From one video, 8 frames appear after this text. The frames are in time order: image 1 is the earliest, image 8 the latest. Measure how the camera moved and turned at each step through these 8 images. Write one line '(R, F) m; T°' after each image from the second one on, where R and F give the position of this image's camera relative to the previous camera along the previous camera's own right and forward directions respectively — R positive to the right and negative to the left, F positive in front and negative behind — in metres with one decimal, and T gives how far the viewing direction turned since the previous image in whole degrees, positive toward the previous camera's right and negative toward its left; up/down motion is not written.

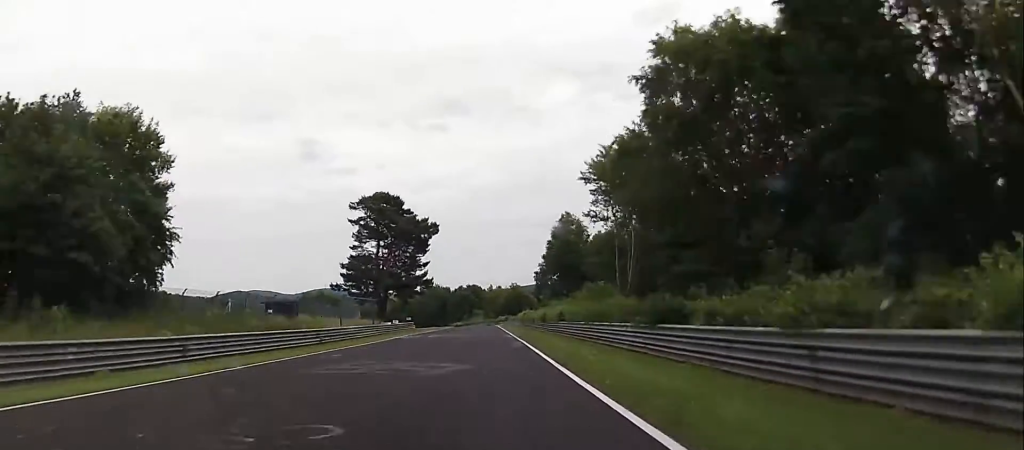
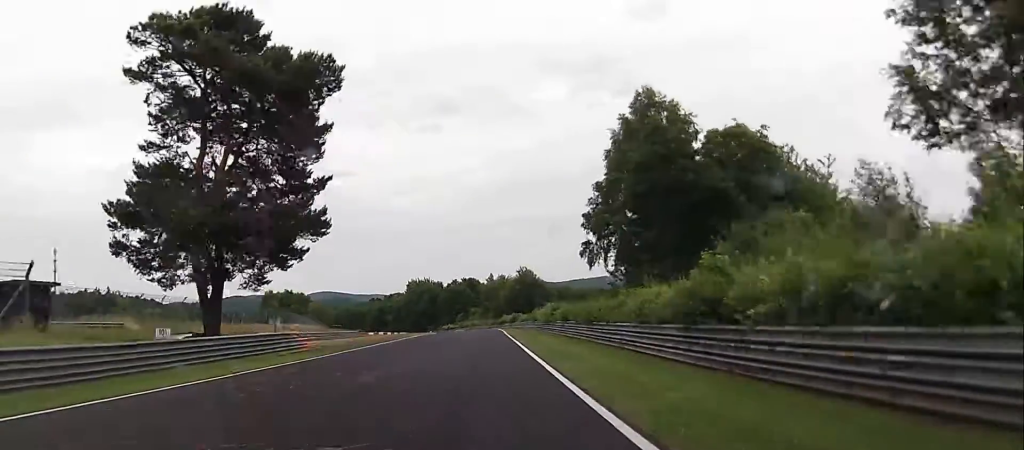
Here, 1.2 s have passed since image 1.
(+0.2, +45.6) m; 0°
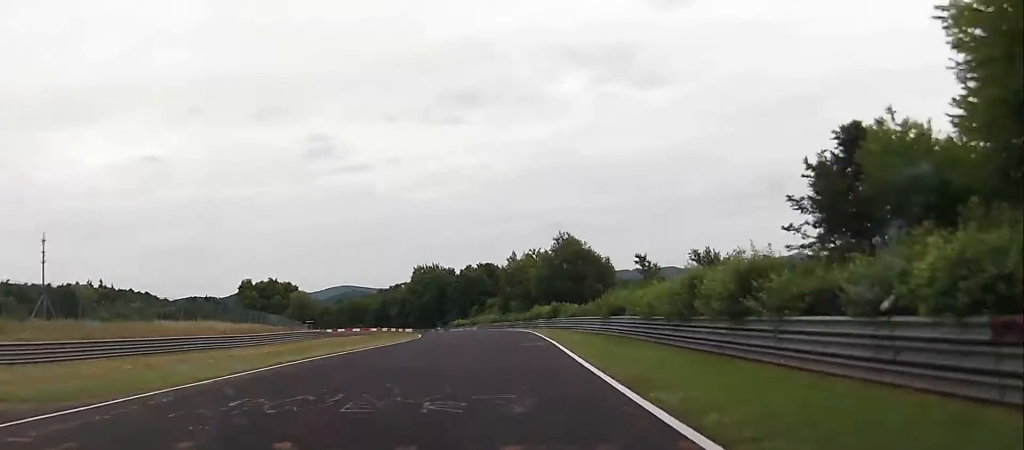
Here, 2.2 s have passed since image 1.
(-0.3, +38.2) m; -1°
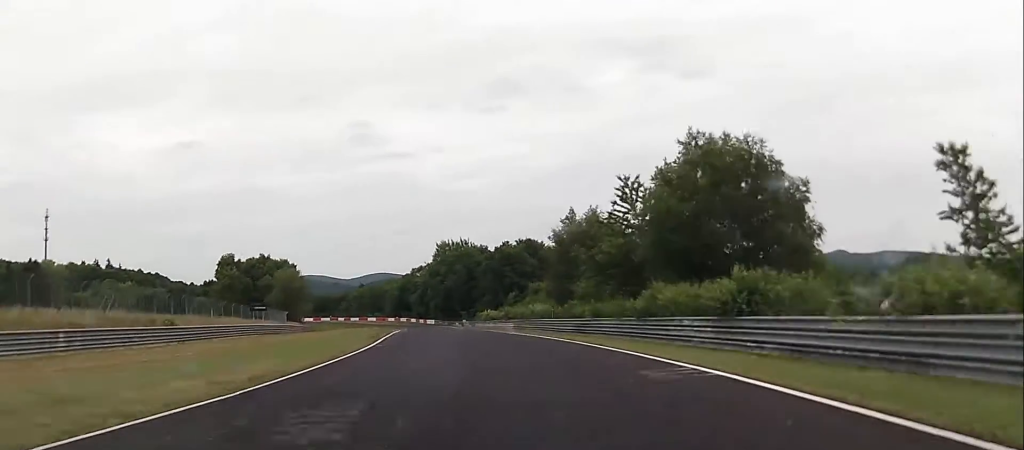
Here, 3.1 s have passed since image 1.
(-0.6, +37.7) m; -2°
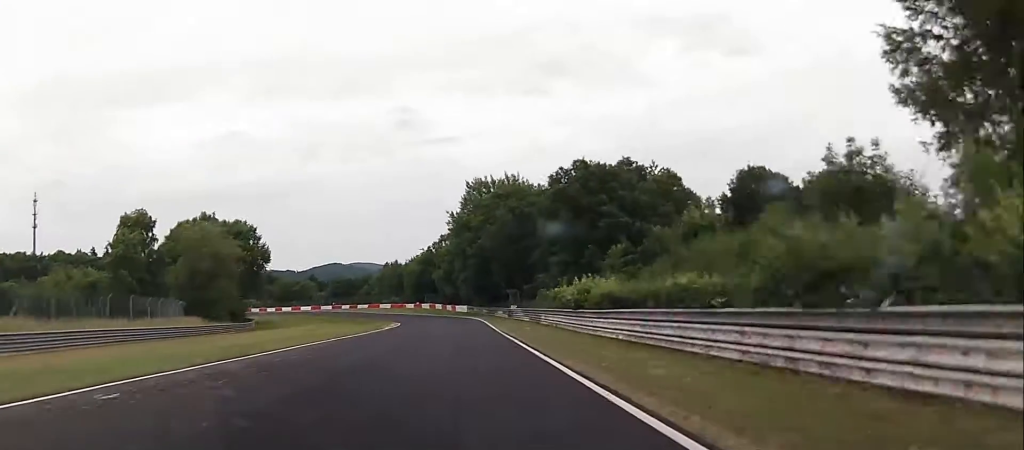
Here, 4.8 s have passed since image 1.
(-2.7, +60.3) m; -6°
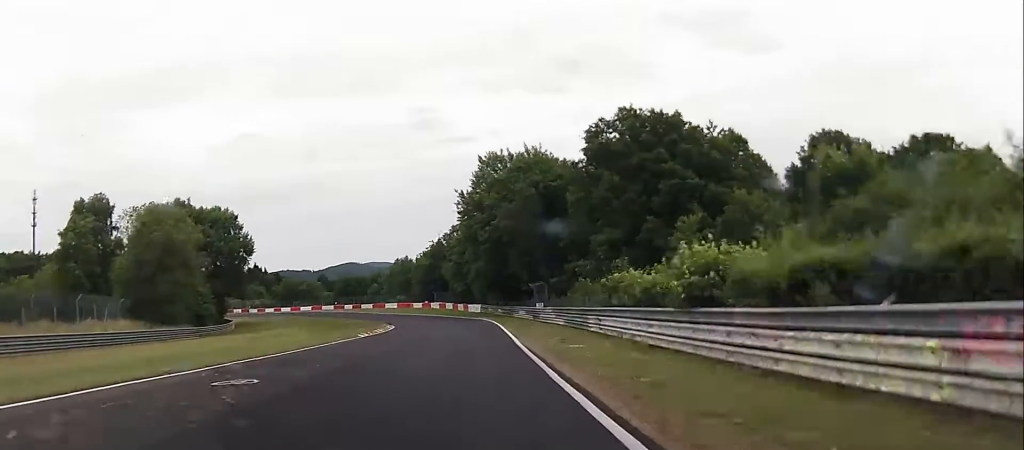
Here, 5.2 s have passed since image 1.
(-0.2, +14.9) m; -2°
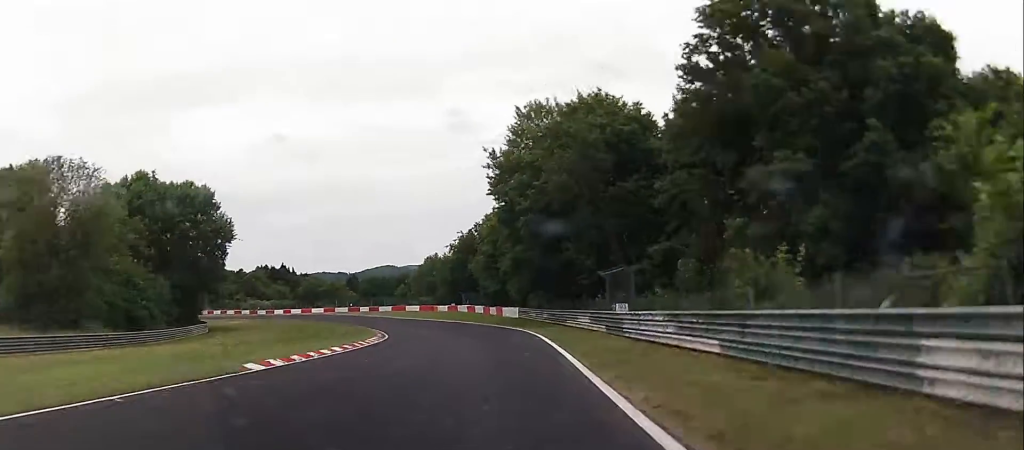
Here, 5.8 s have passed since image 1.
(-0.2, +21.1) m; -4°
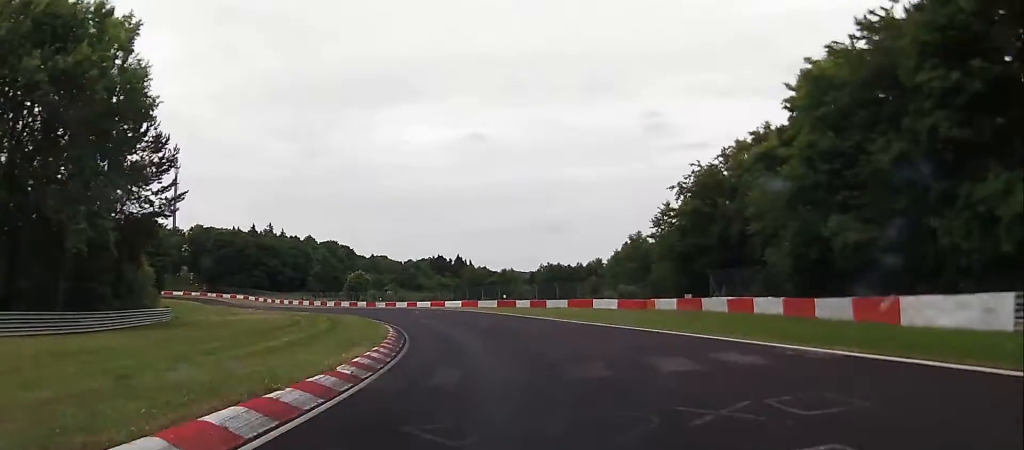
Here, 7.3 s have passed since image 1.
(-6.9, +52.1) m; -18°
